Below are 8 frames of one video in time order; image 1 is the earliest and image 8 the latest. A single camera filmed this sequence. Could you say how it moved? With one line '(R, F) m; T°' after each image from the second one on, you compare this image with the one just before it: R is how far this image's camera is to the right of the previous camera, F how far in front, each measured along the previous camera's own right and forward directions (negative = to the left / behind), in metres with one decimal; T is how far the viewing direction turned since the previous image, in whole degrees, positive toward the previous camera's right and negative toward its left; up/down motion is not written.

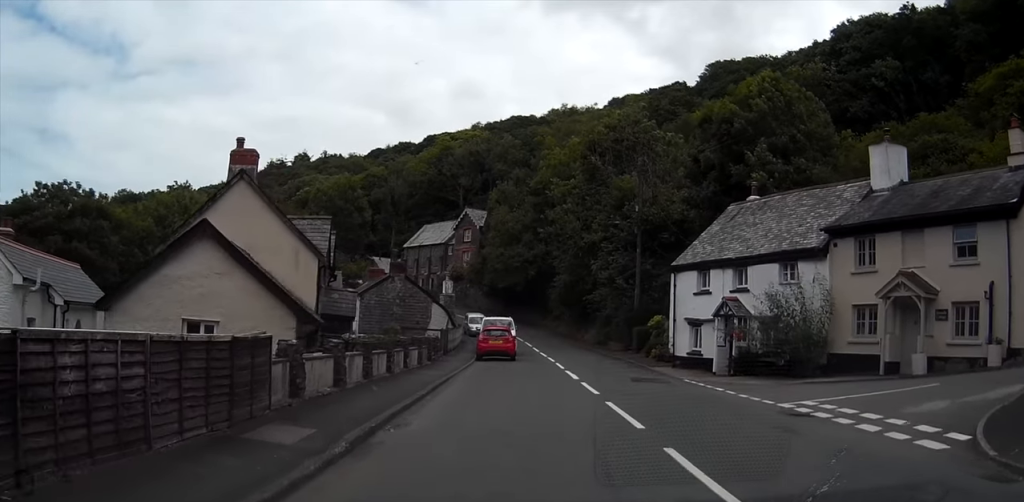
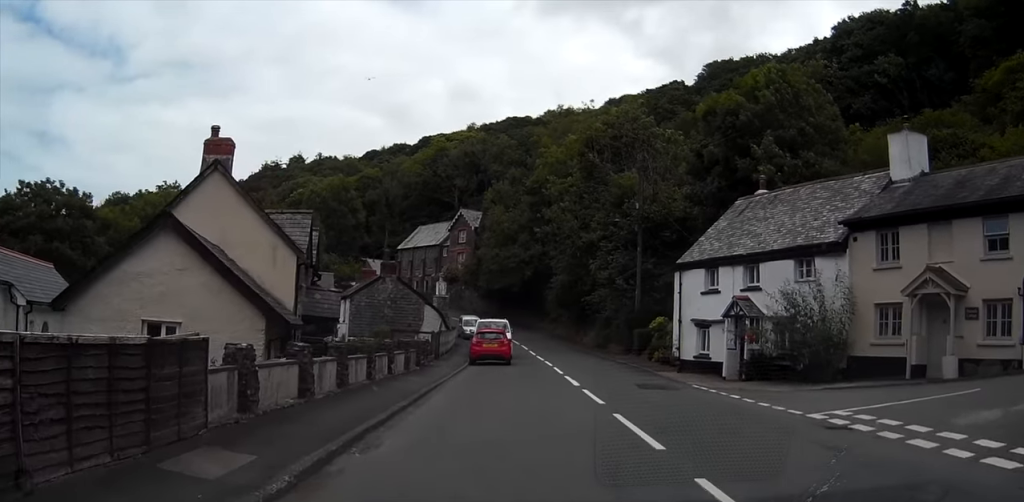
(0.0, +2.2) m; +1°
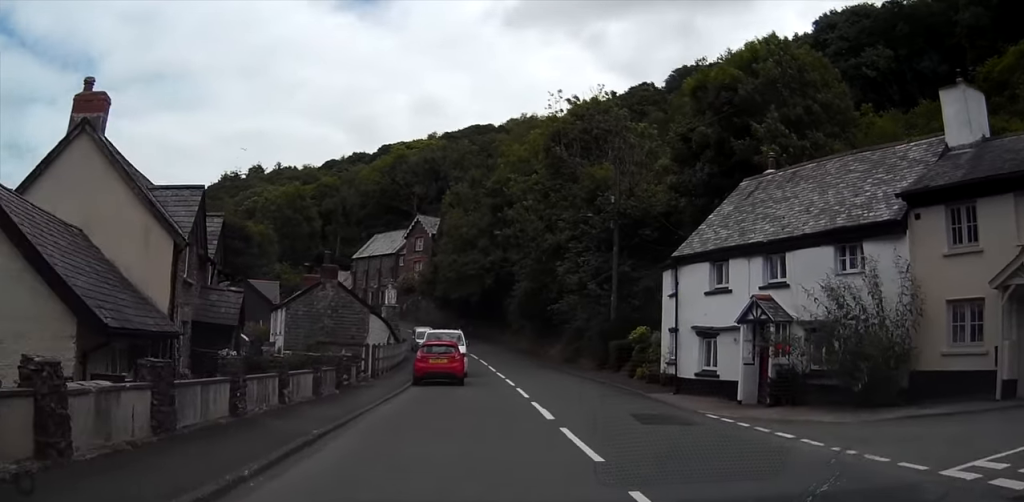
(+0.2, +7.9) m; +4°
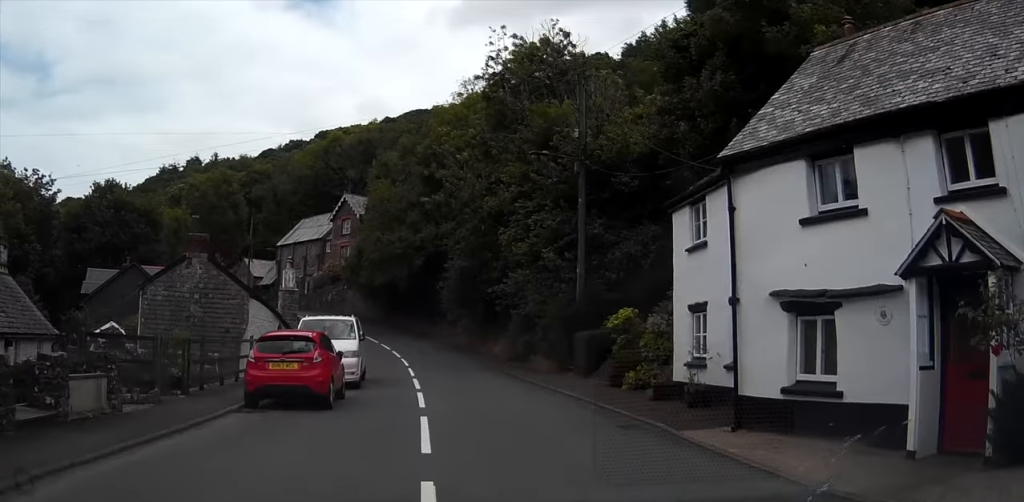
(+0.4, +10.4) m; +2°
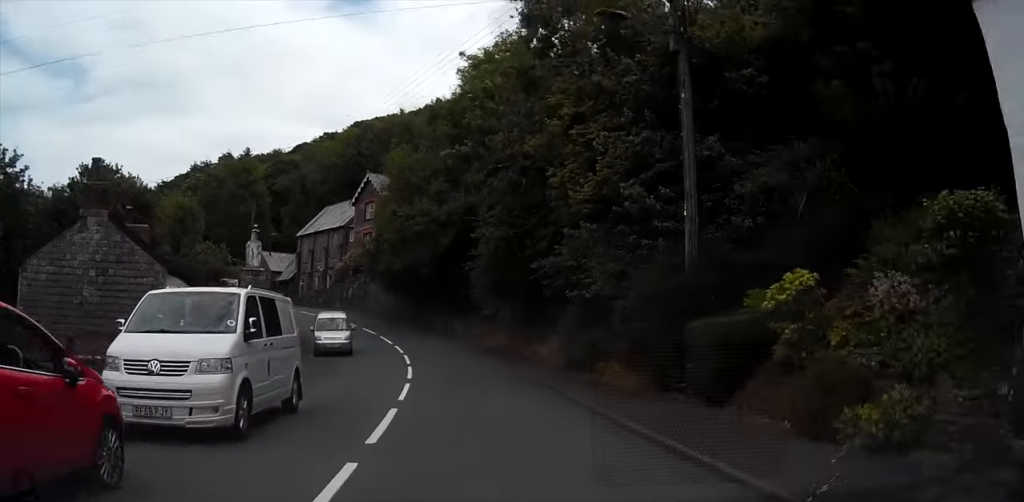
(0.0, +9.0) m; -2°
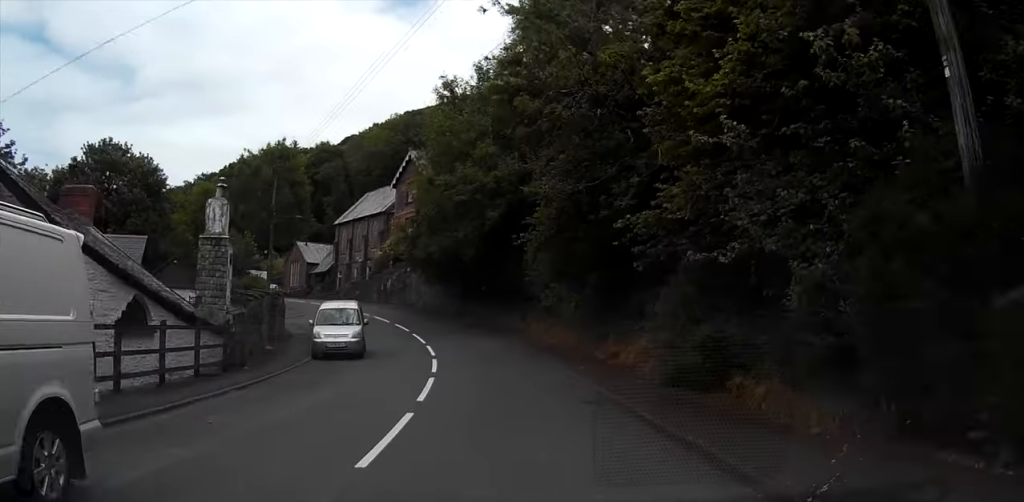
(-0.2, +6.7) m; -2°
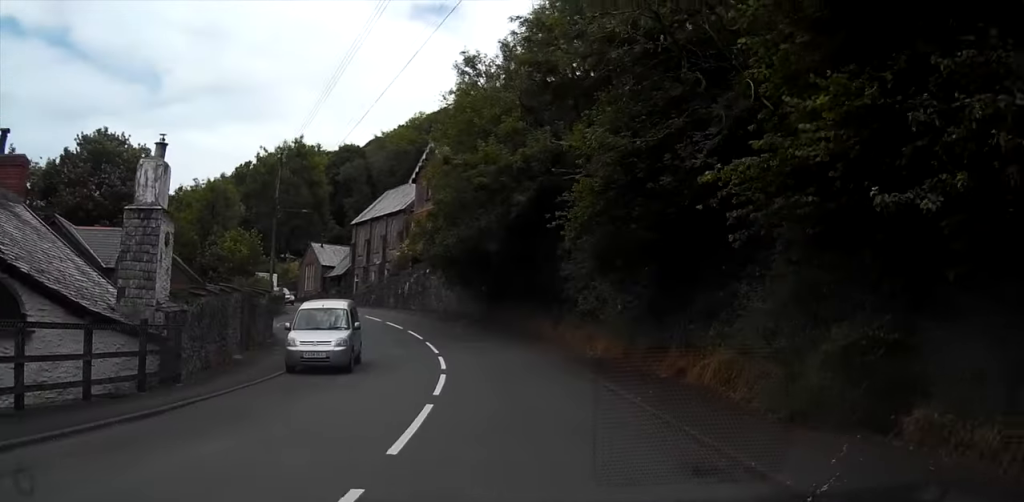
(-0.1, +4.6) m; -2°
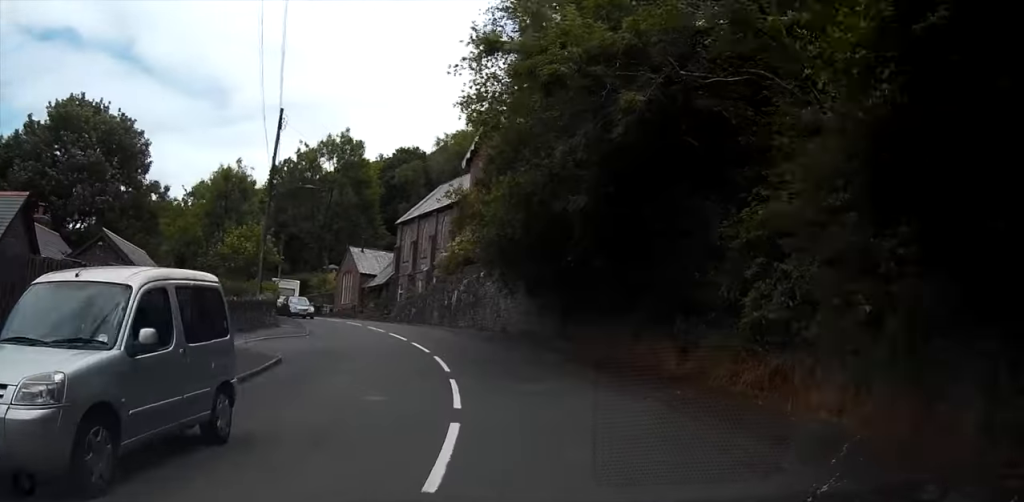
(-0.4, +15.7) m; -4°
